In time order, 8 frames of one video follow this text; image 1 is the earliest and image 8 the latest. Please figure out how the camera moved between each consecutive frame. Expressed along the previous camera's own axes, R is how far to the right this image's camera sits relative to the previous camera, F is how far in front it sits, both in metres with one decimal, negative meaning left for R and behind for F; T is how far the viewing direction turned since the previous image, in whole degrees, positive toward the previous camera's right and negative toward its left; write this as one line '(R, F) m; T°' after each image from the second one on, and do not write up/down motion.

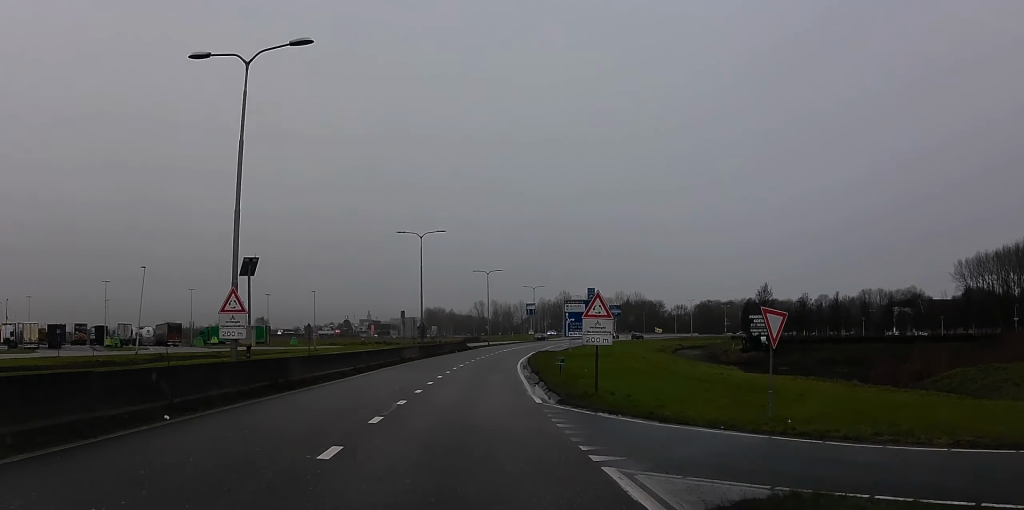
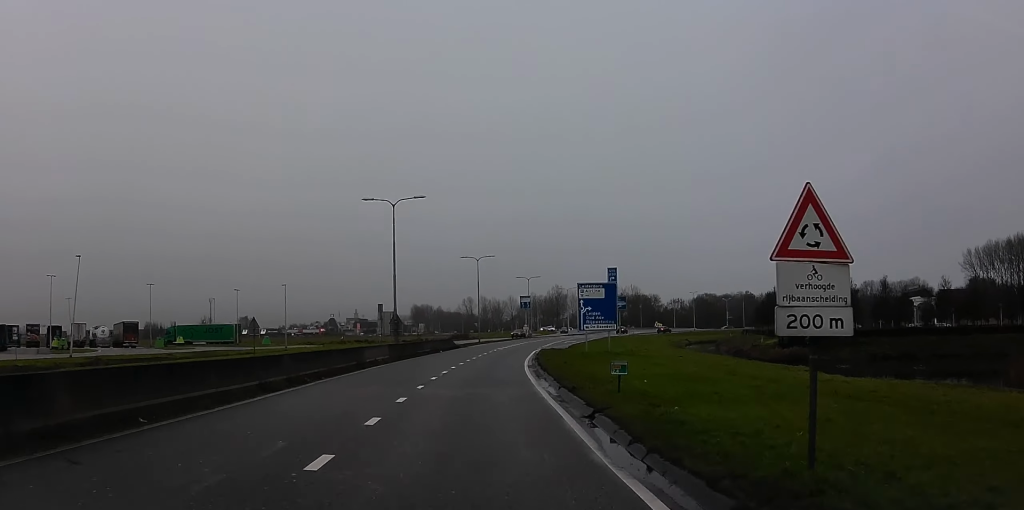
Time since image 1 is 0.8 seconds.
(-0.2, +13.8) m; +1°
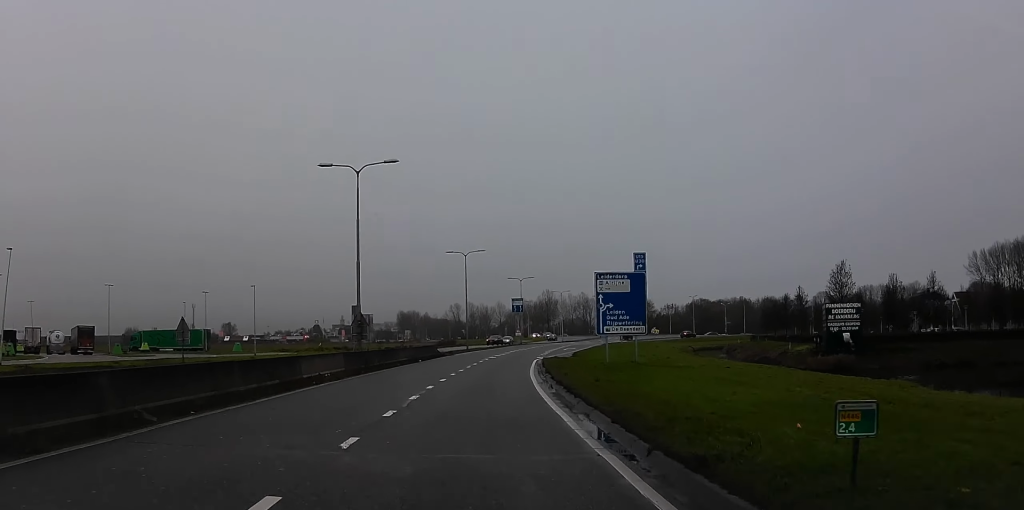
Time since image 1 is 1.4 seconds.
(-0.2, +10.8) m; +1°
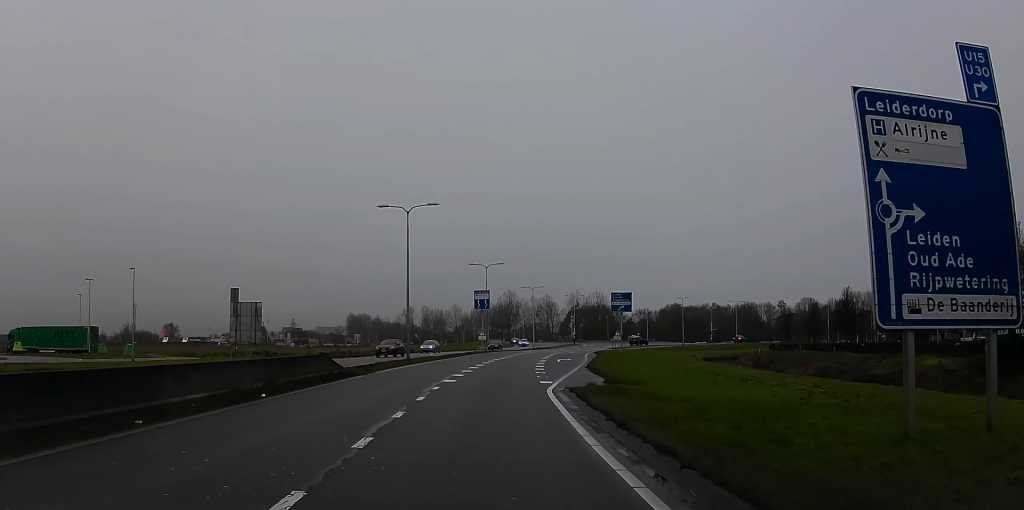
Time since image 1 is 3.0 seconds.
(+1.6, +27.5) m; +6°
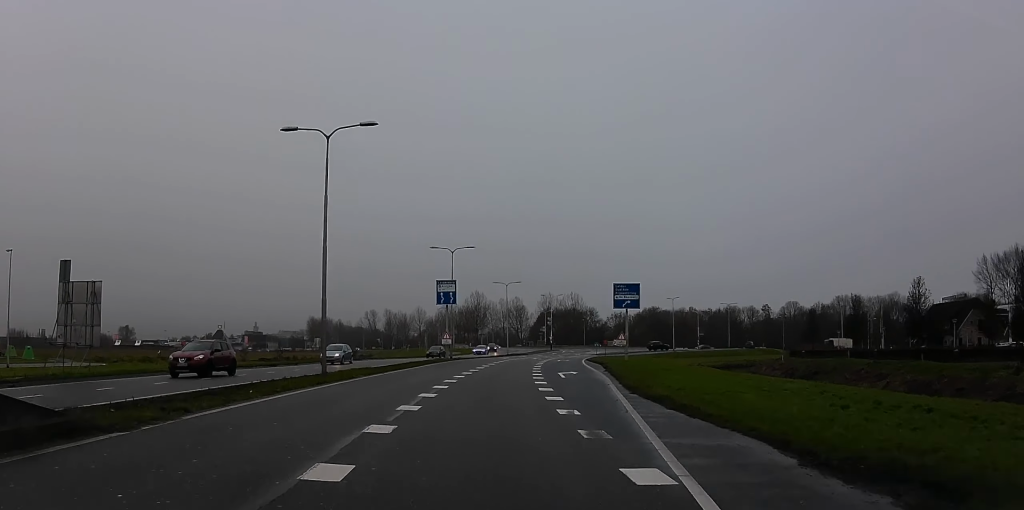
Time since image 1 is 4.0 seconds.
(+0.6, +16.7) m; +2°
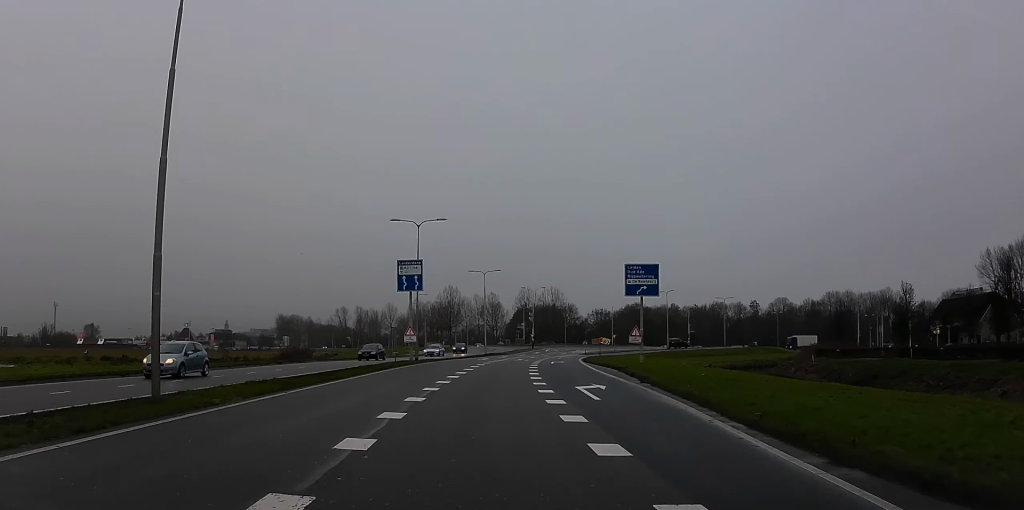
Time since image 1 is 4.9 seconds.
(0.0, +13.4) m; +1°
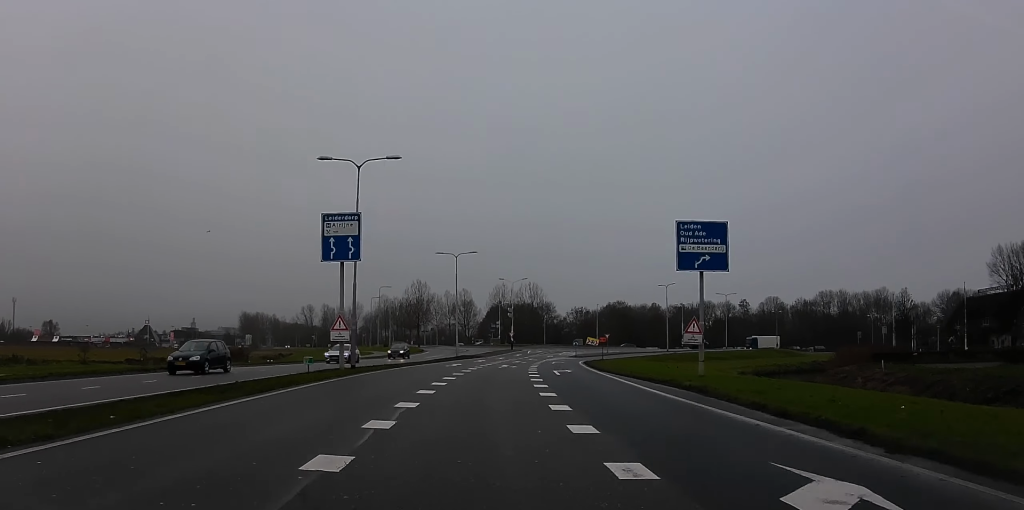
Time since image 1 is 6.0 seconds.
(+0.2, +16.7) m; +2°
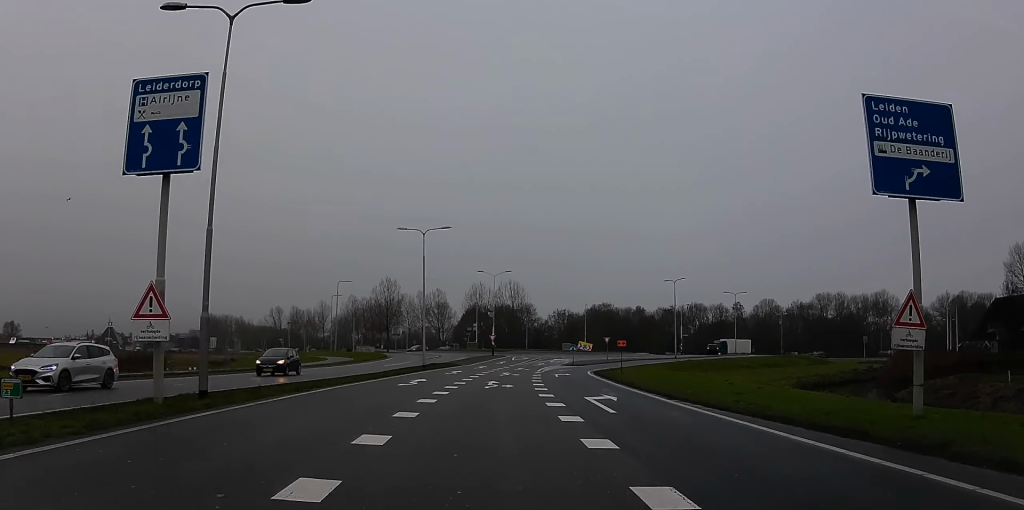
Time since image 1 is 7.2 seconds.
(+0.4, +17.1) m; 0°
